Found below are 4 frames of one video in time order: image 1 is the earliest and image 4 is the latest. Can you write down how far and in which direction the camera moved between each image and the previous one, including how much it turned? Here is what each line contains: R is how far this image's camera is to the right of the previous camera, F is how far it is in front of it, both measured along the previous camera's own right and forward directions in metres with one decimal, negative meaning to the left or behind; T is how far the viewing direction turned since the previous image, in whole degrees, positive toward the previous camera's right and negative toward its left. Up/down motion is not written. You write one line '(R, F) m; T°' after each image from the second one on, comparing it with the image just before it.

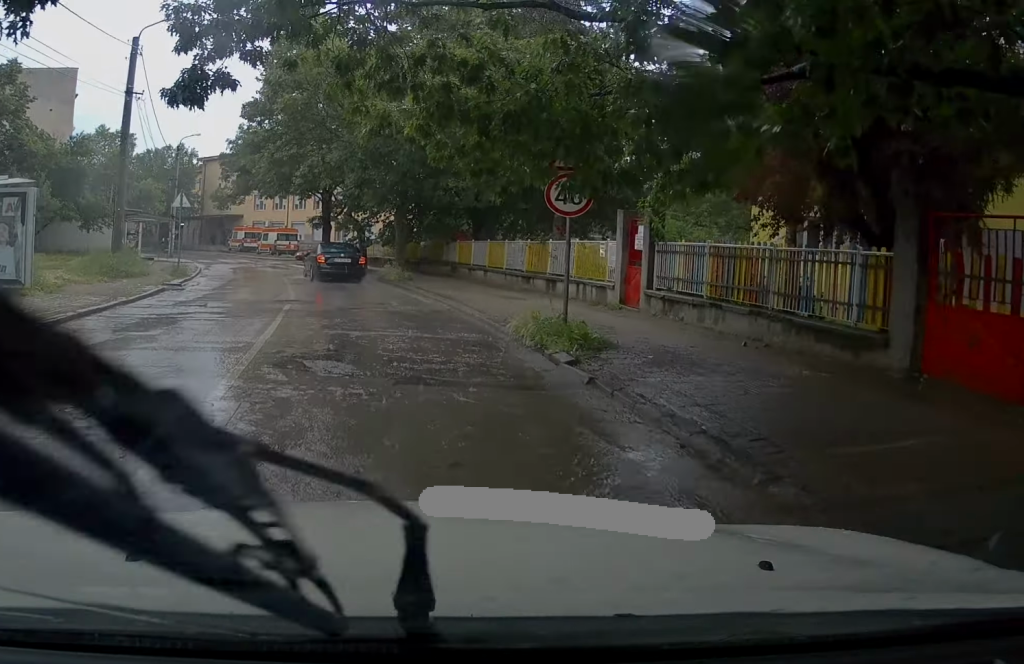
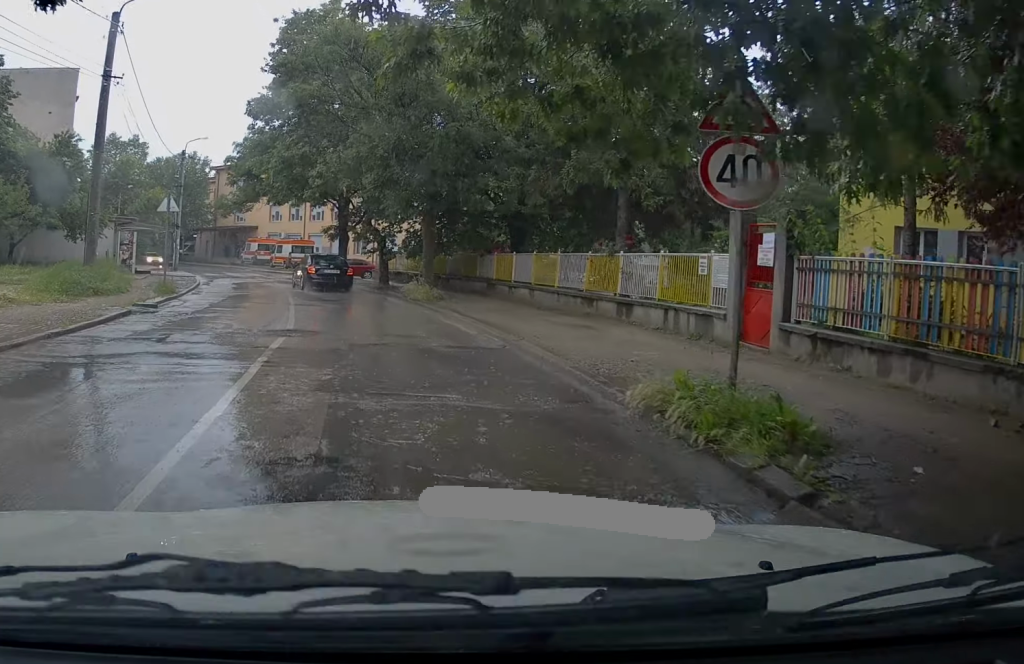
(+0.1, +4.5) m; +1°
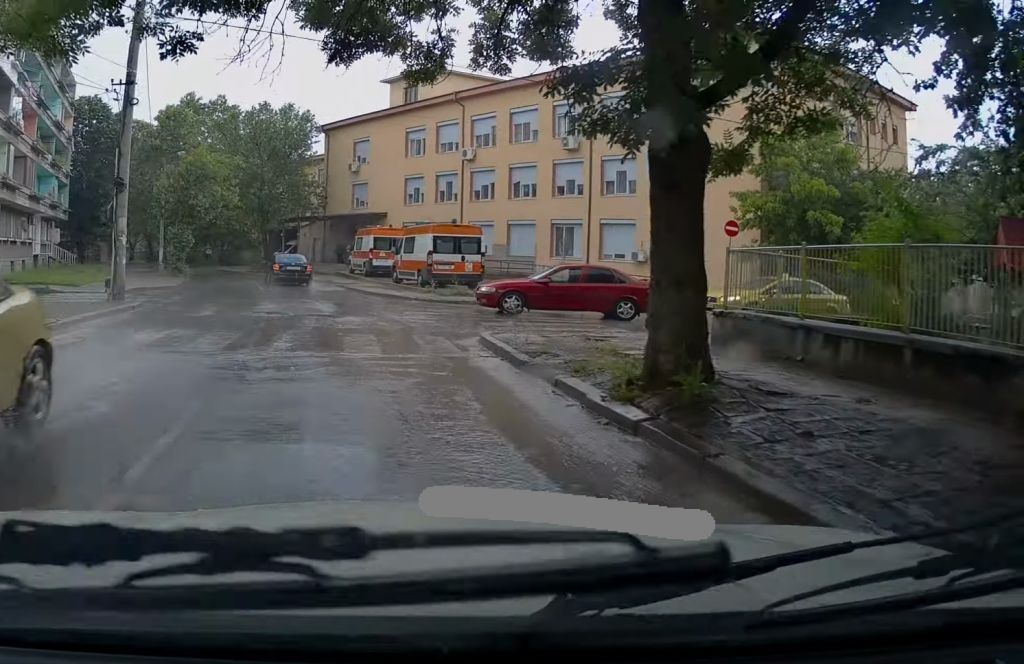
(-3.2, +29.8) m; -14°
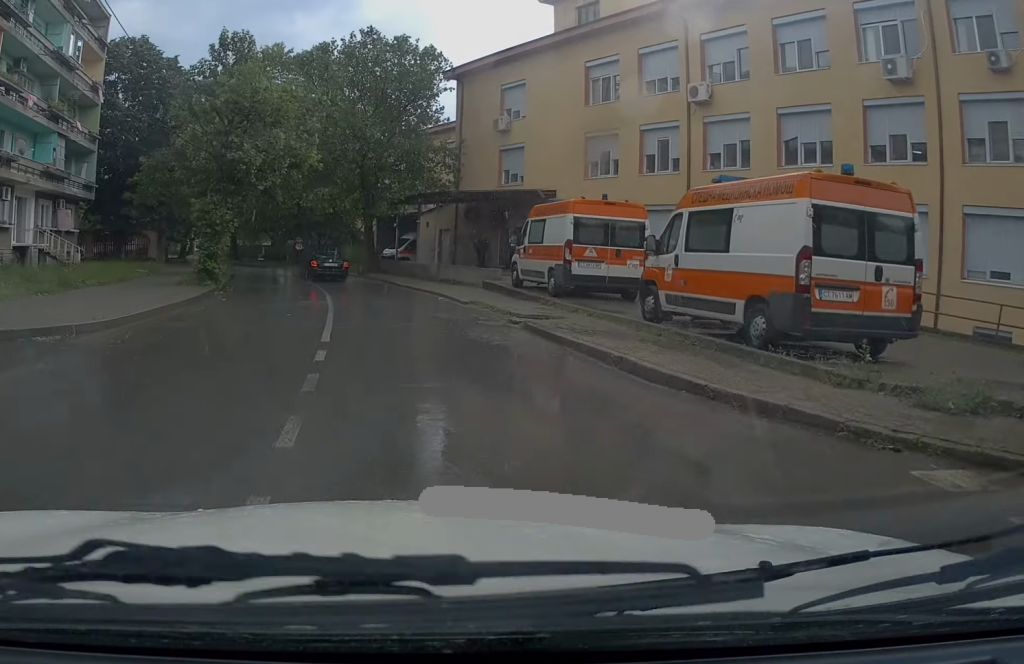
(-0.7, +16.8) m; -7°
